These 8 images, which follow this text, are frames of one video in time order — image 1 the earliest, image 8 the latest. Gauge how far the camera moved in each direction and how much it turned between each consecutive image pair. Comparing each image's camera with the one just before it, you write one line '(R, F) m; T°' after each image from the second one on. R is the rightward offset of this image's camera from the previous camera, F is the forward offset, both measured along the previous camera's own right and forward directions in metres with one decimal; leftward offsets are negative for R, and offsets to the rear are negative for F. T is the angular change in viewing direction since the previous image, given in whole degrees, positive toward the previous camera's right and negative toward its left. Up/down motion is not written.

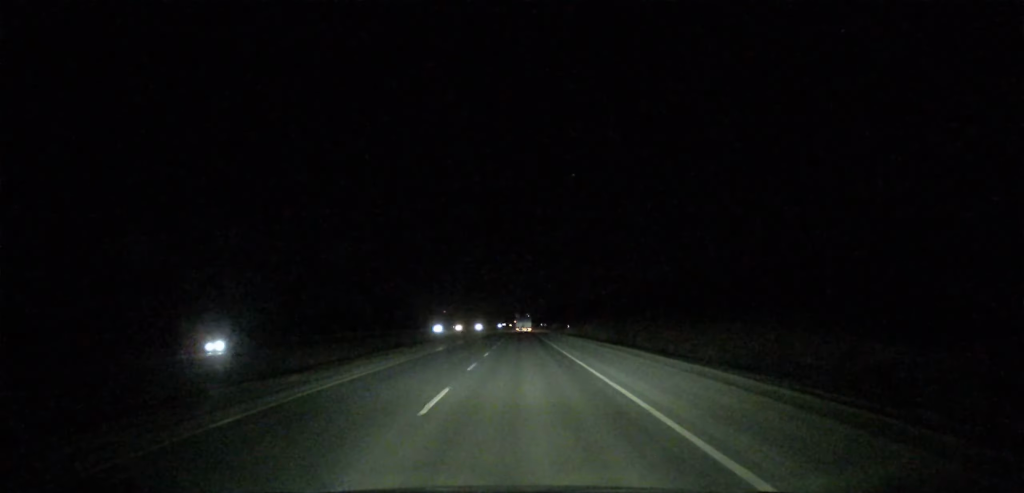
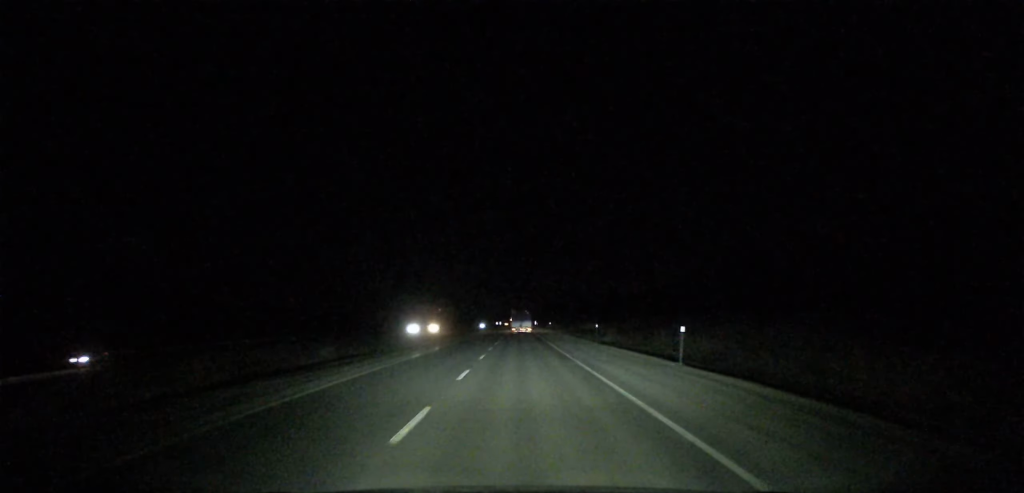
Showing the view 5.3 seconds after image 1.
(-0.3, +173.1) m; 0°
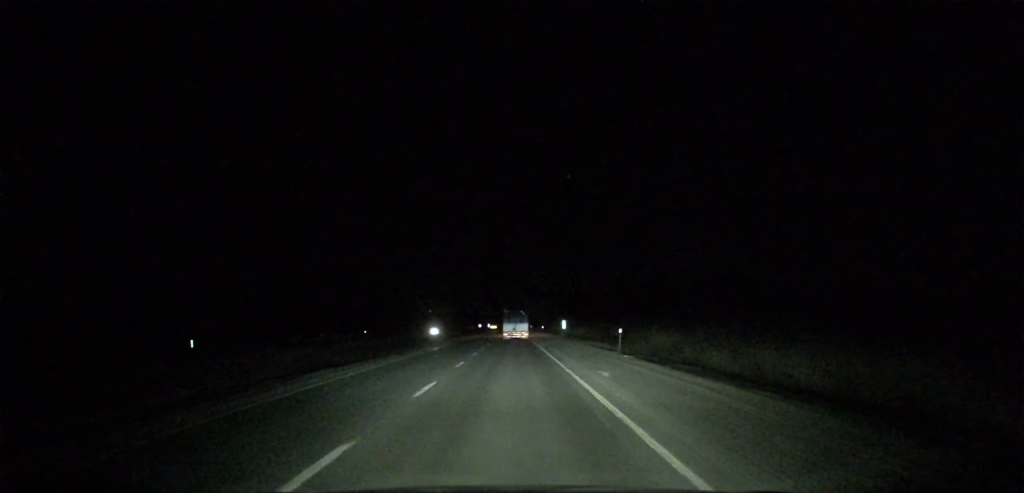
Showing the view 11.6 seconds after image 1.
(+0.1, +205.3) m; 0°
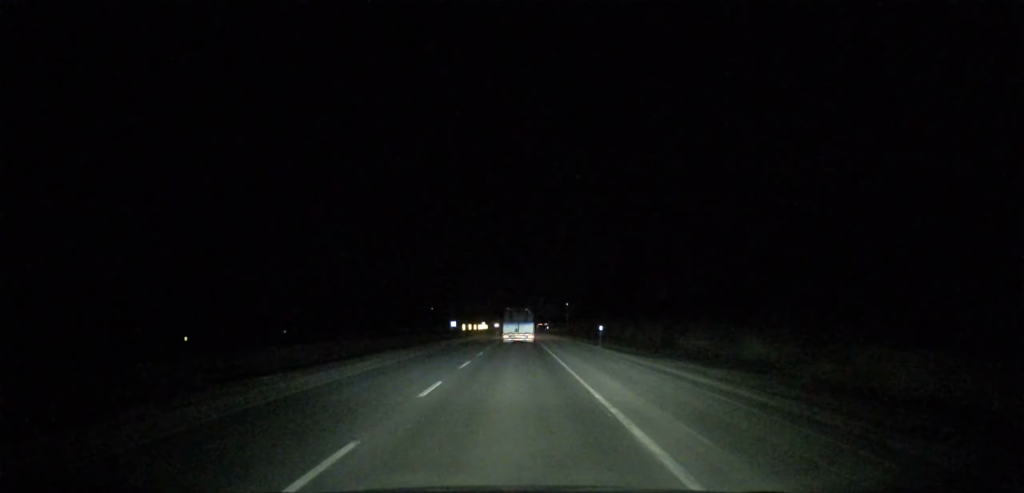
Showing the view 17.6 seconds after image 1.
(-0.5, +192.2) m; 0°
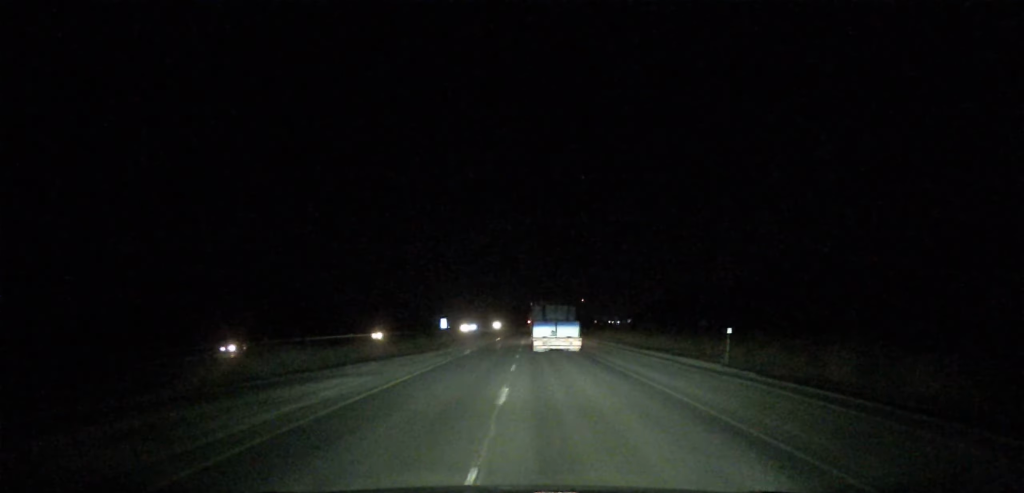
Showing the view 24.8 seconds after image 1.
(-0.9, +233.7) m; 0°
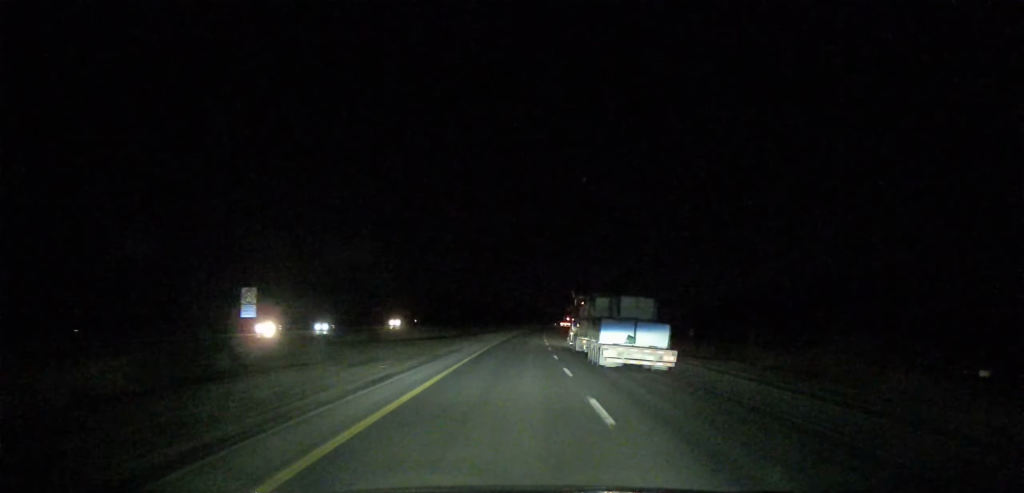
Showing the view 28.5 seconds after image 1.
(+0.5, +119.3) m; +2°
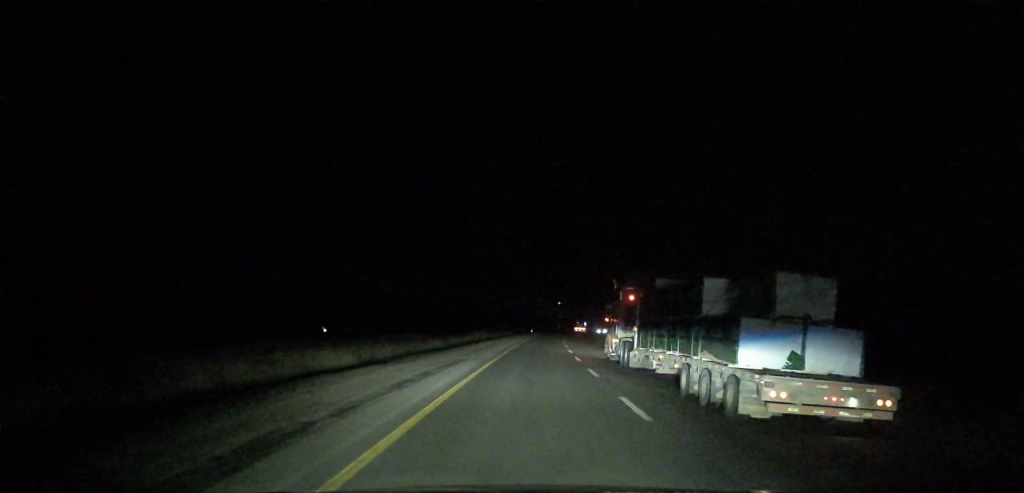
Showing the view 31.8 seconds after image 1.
(-0.4, +106.1) m; +3°
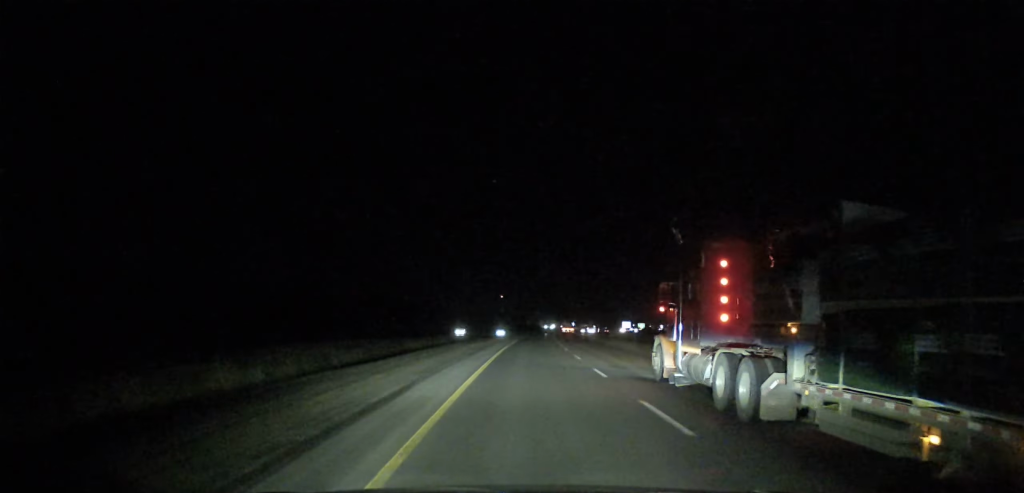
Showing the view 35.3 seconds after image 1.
(+5.9, +117.2) m; +4°
